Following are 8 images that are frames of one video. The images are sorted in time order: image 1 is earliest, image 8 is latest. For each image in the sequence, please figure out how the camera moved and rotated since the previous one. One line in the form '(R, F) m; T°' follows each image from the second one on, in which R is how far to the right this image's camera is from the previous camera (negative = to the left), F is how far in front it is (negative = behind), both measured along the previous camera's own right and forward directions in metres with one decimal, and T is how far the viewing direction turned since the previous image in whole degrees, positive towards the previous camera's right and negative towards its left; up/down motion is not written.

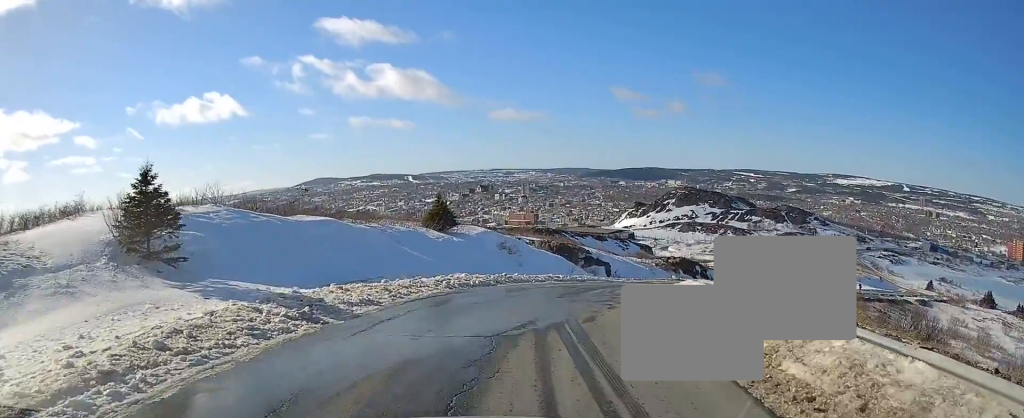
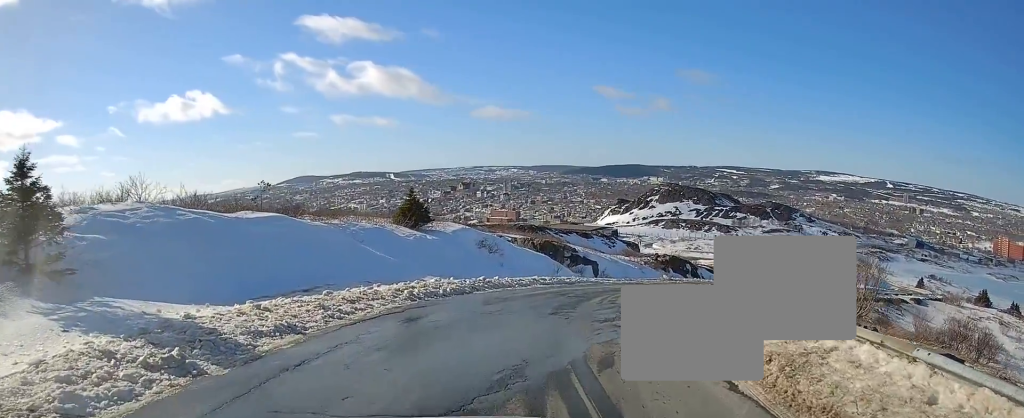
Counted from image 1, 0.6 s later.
(0.0, +4.4) m; 0°
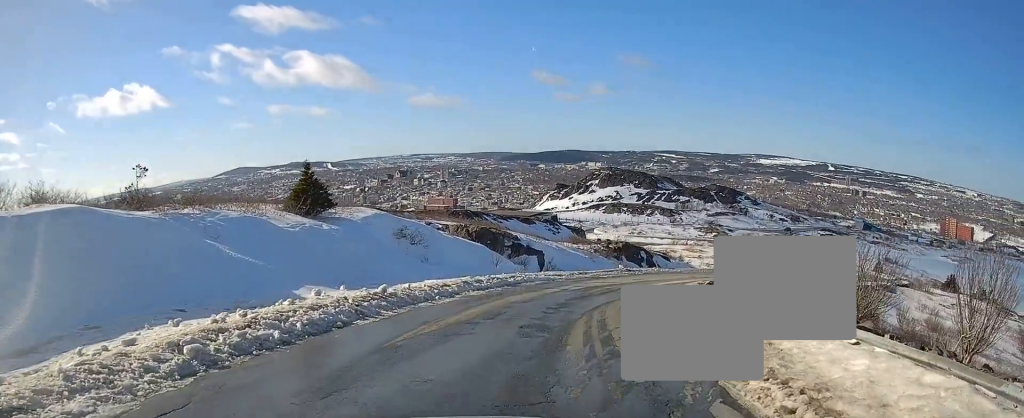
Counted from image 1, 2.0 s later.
(0.0, +9.5) m; +2°
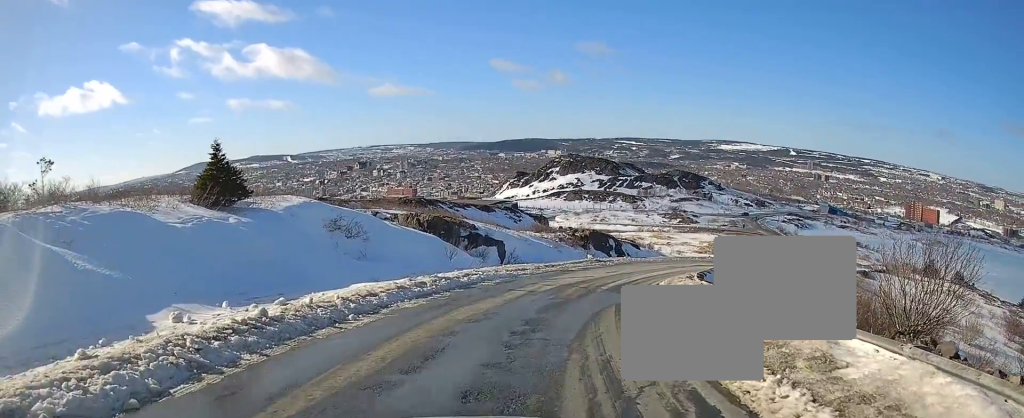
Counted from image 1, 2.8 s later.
(-0.1, +5.8) m; +5°
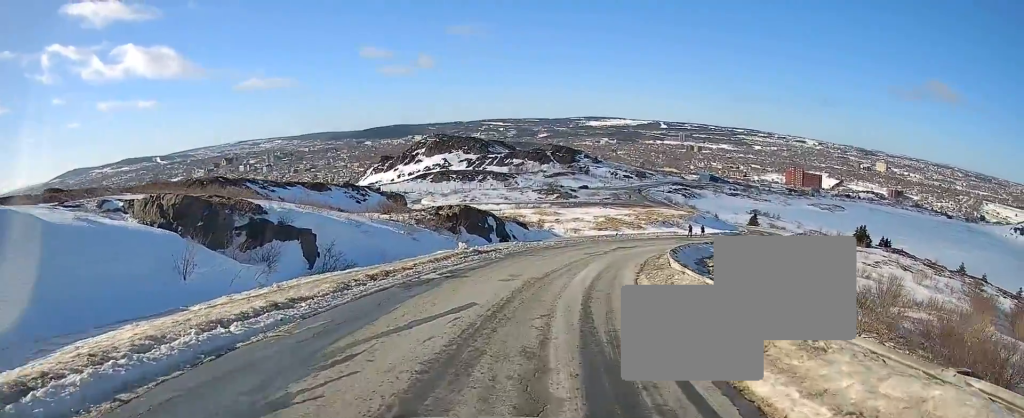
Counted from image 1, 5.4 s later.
(+2.9, +20.8) m; +12°
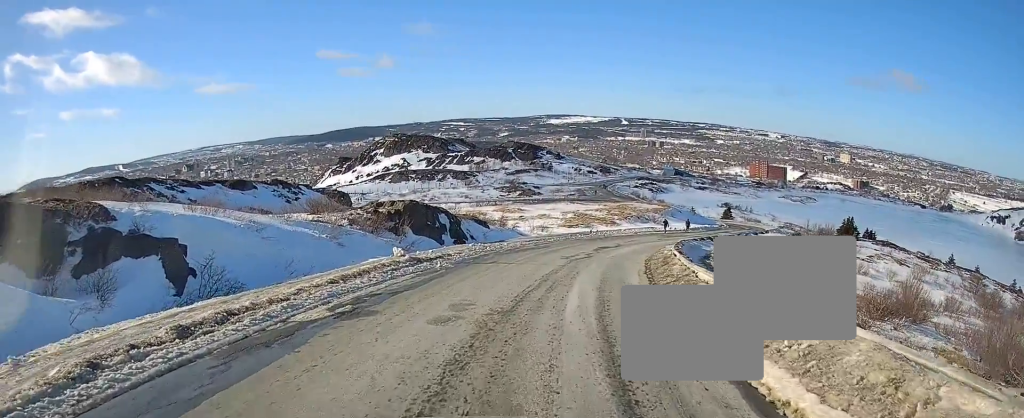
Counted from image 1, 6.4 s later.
(+0.4, +9.0) m; +3°
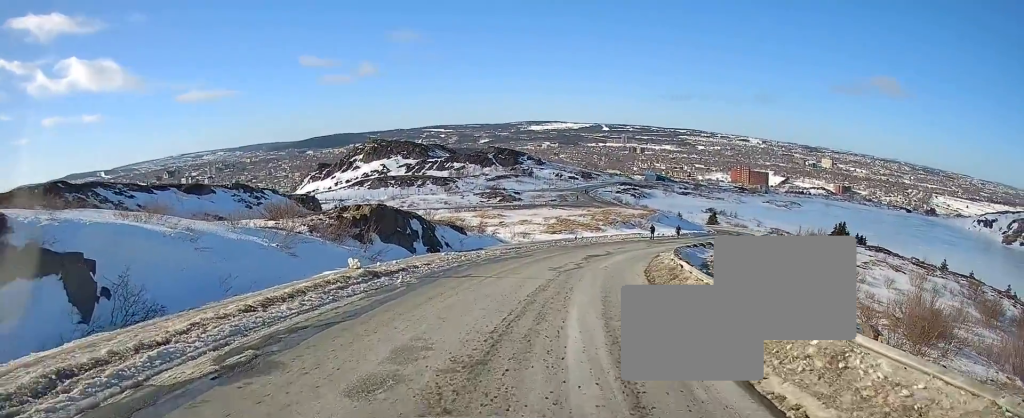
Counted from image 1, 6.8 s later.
(0.0, +4.0) m; +1°
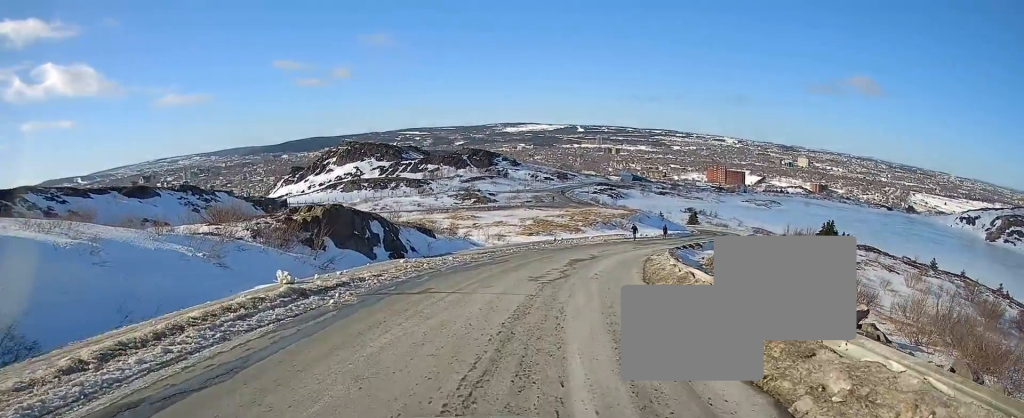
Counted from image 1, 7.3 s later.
(0.0, +4.5) m; +1°
